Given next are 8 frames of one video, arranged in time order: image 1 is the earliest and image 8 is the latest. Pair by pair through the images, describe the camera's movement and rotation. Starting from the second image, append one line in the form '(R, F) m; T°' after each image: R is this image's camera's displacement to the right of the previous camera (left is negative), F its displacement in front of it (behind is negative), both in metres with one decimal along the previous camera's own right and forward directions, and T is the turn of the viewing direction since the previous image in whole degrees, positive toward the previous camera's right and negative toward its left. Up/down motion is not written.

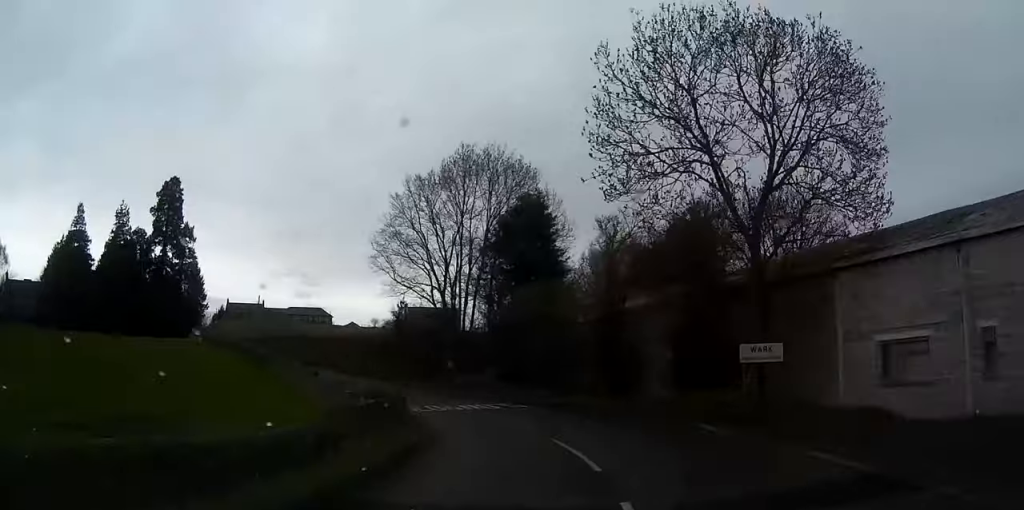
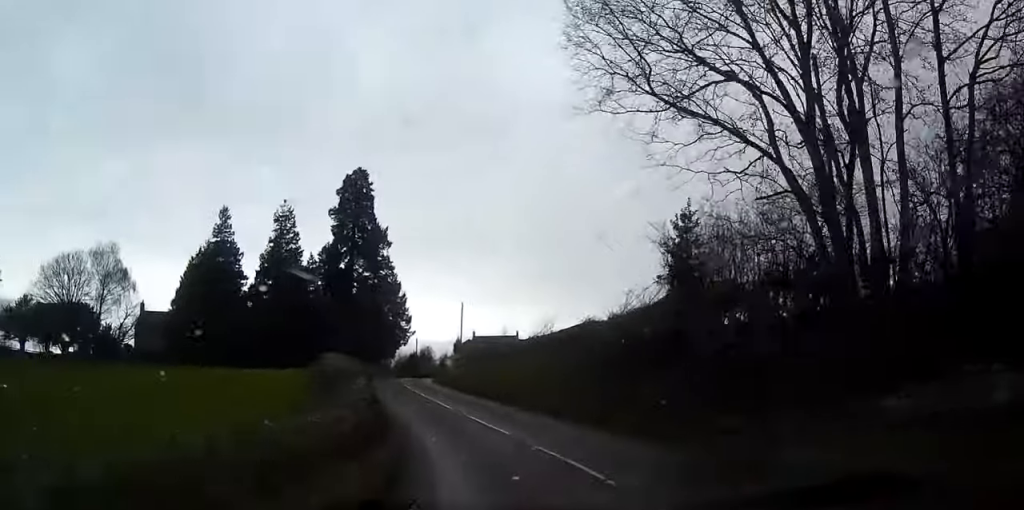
(-3.1, +37.2) m; -16°
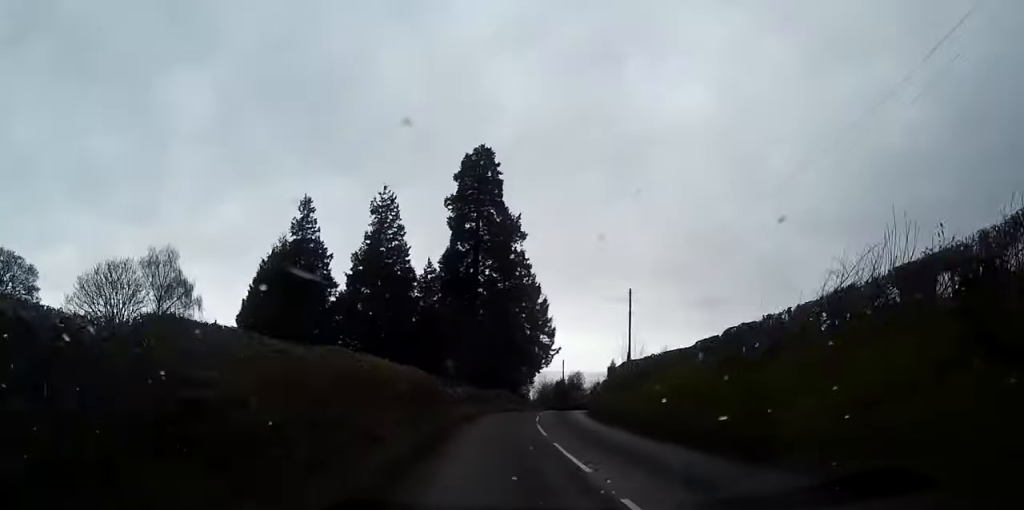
(-3.0, +24.3) m; -11°
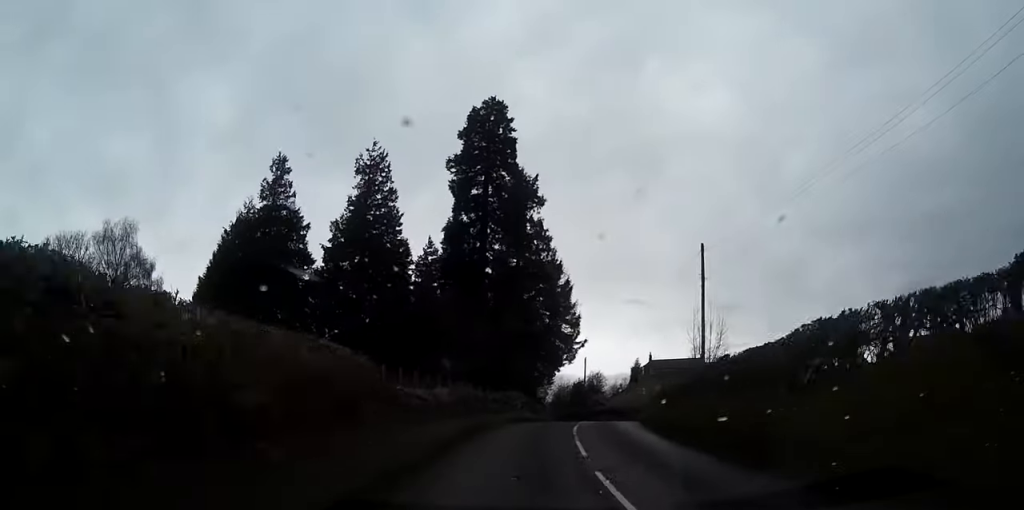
(-0.6, +14.8) m; -2°
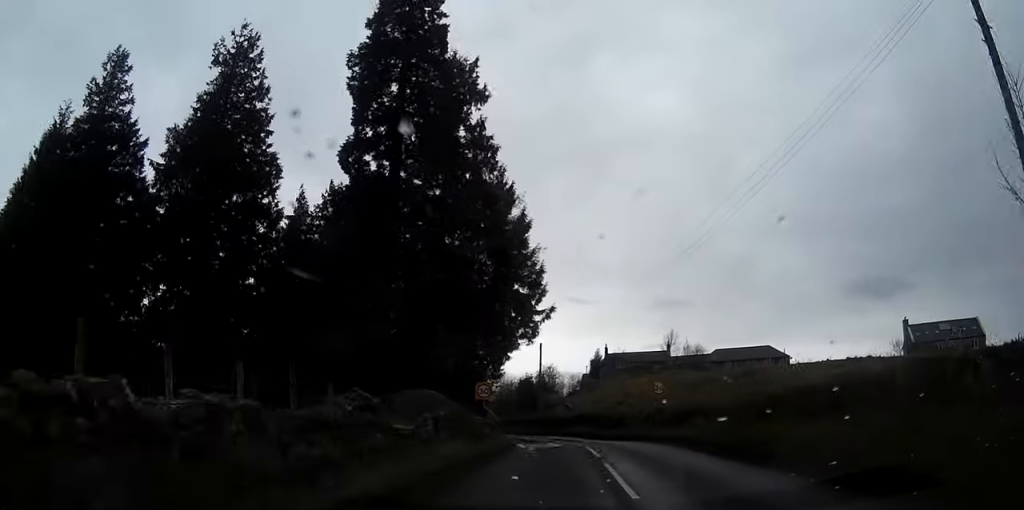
(+0.1, +23.5) m; +2°
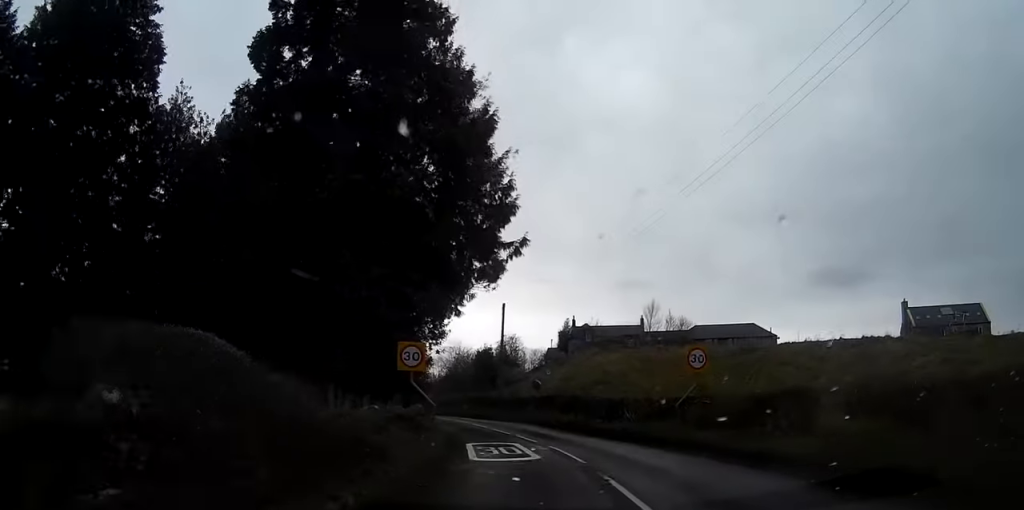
(+0.3, +12.6) m; +2°
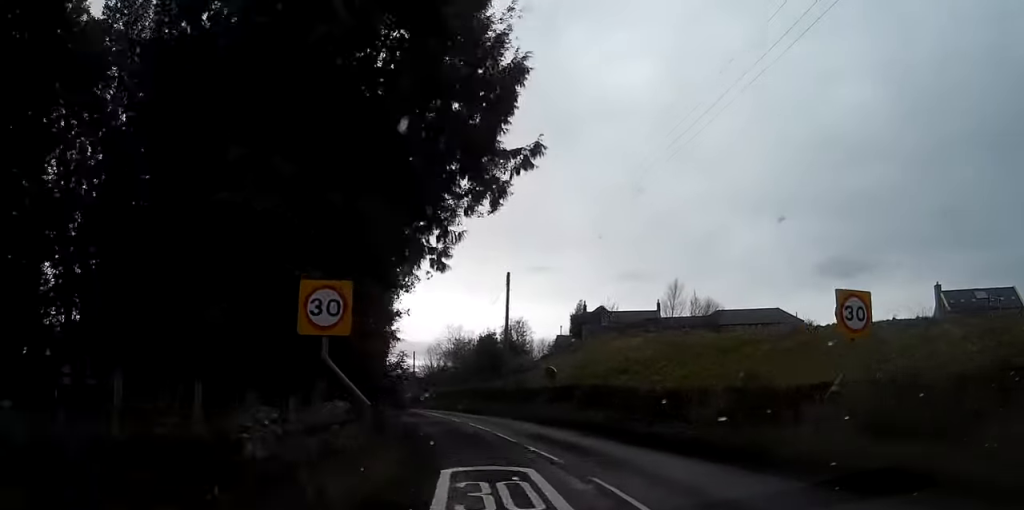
(+0.1, +9.6) m; -1°
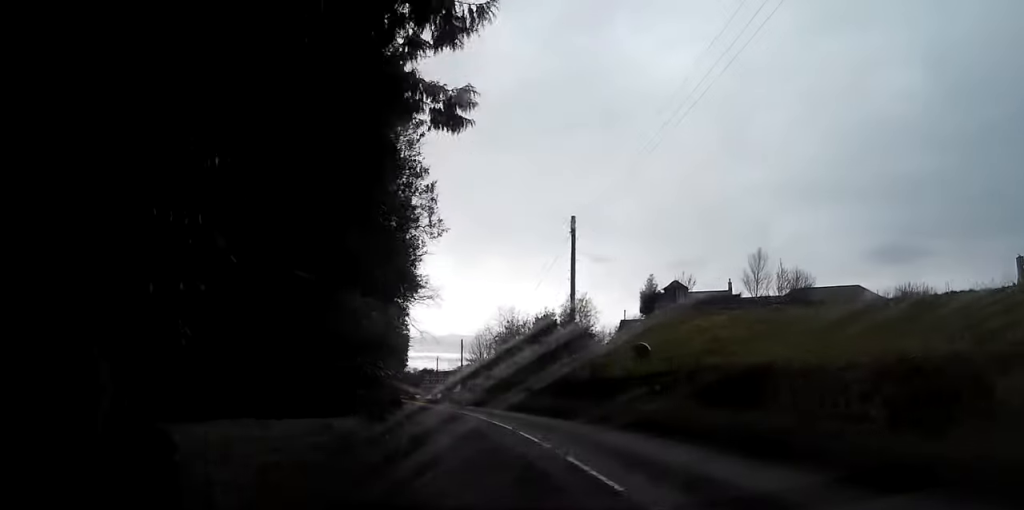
(-0.1, +11.4) m; -2°
